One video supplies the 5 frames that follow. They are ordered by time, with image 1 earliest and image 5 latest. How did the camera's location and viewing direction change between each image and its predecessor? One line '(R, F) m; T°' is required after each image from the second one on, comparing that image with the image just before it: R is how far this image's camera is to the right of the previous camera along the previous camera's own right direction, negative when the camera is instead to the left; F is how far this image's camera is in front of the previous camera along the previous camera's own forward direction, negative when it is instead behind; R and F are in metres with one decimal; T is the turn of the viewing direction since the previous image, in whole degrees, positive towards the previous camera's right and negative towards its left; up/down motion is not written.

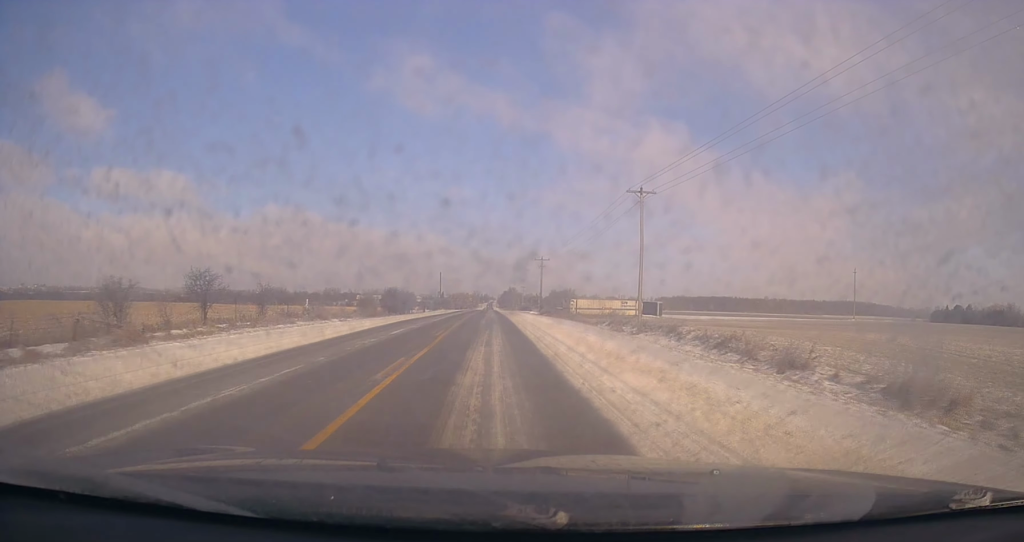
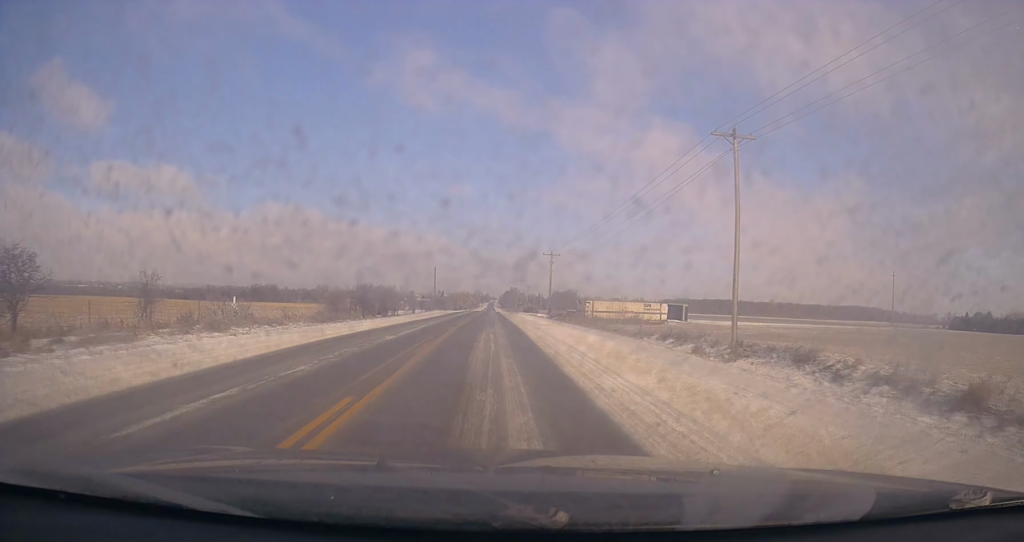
(-0.1, +14.9) m; 0°
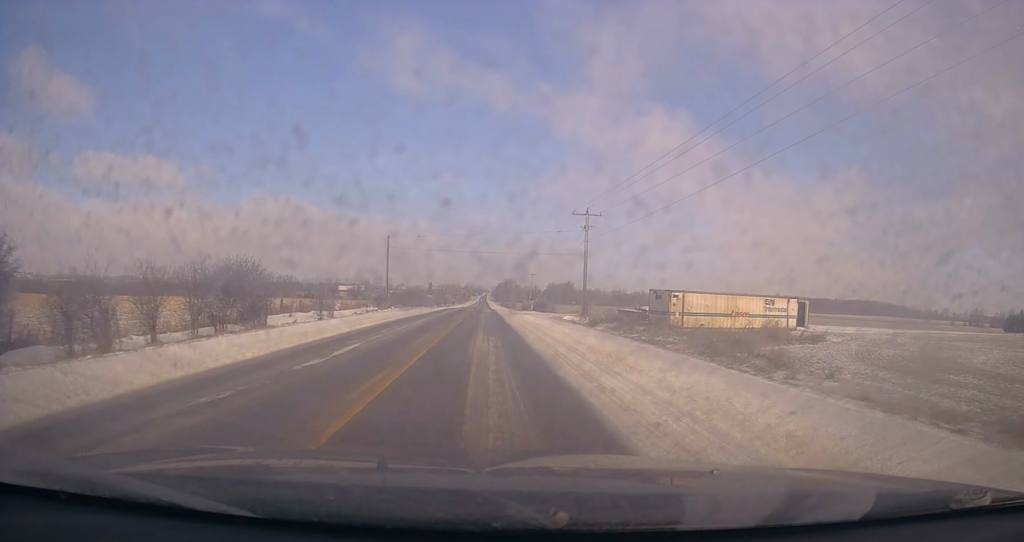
(+0.2, +43.8) m; +1°
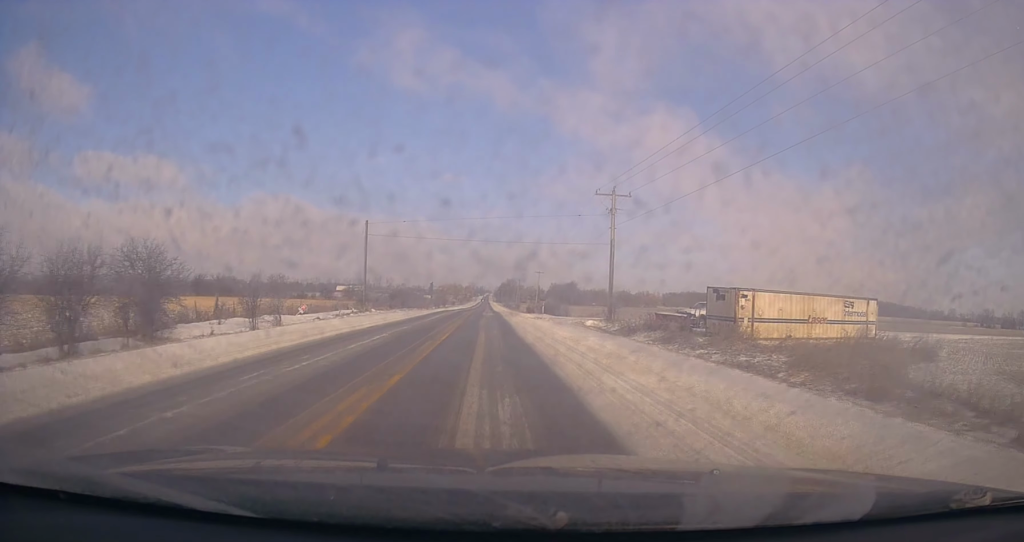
(-0.5, +12.0) m; 0°
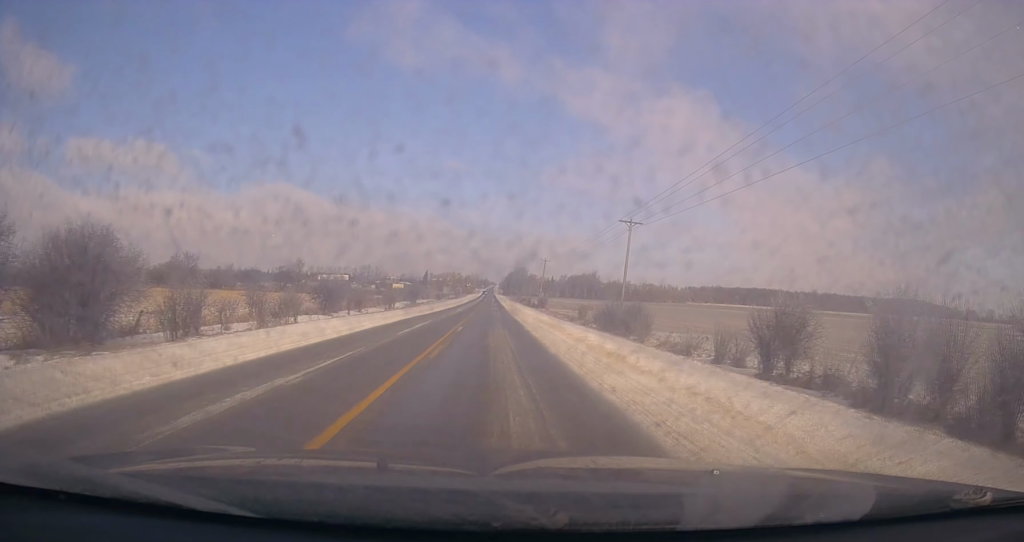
(-0.4, +76.8) m; -1°
